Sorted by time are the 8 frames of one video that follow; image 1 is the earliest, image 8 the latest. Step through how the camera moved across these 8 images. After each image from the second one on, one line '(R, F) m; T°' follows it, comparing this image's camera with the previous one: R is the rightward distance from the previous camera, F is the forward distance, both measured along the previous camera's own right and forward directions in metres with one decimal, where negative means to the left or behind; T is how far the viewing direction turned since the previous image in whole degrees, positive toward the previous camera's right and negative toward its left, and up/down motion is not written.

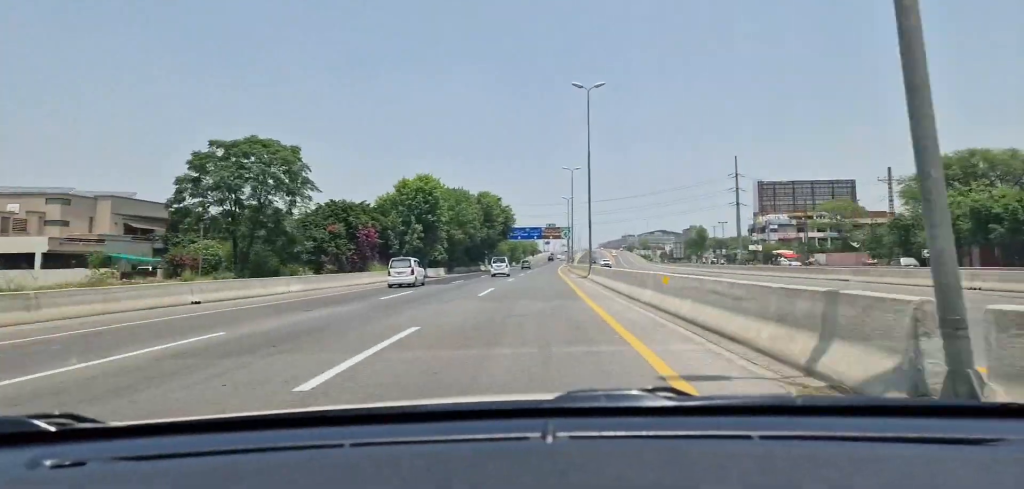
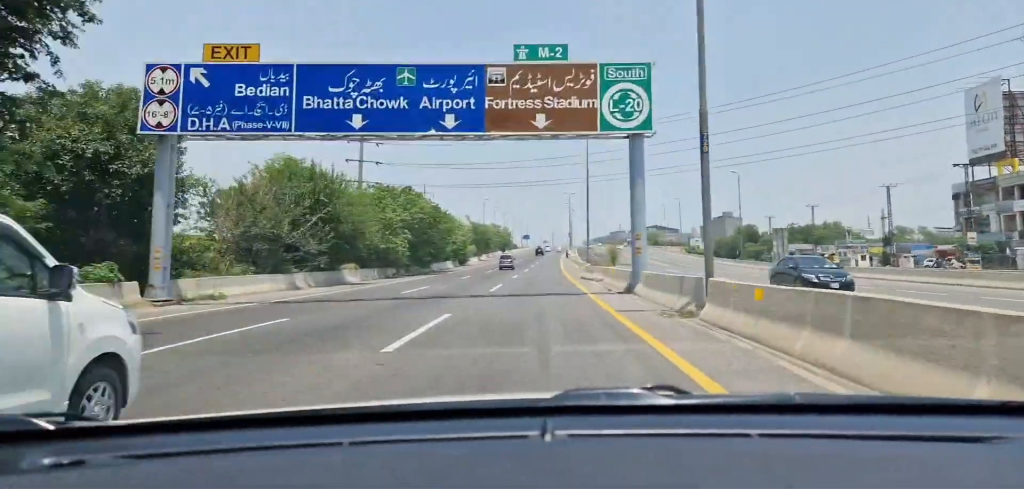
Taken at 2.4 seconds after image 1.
(+1.6, +106.1) m; +1°
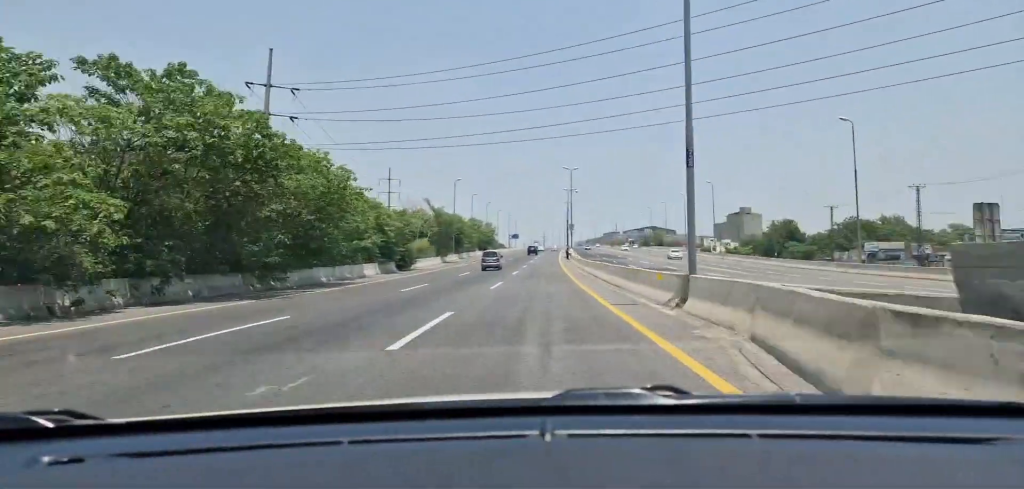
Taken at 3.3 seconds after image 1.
(0.0, +35.3) m; +1°
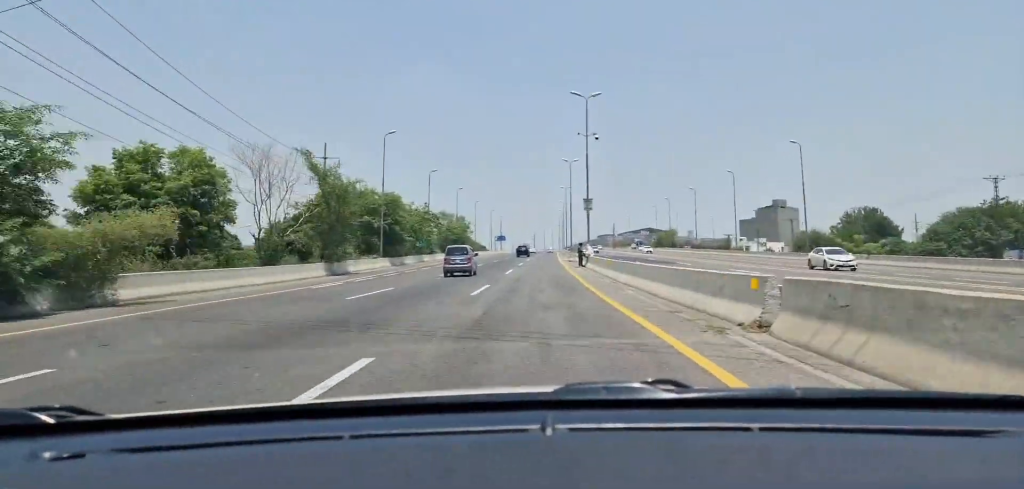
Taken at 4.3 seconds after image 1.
(+0.5, +43.2) m; +1°
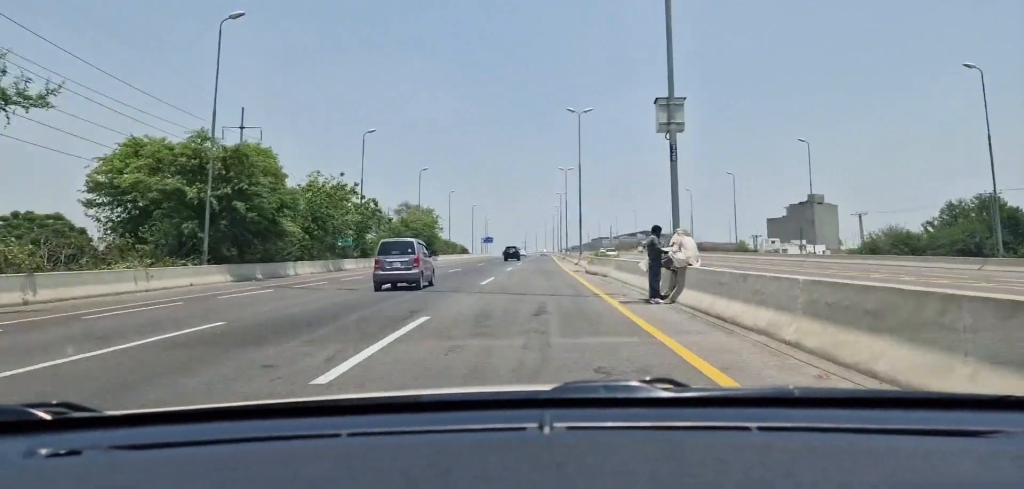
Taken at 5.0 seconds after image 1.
(+0.3, +30.8) m; +1°
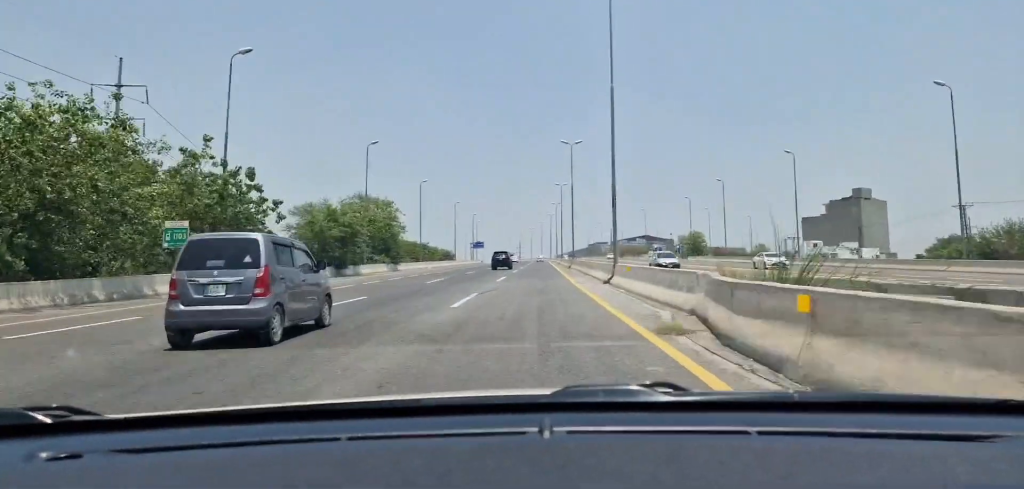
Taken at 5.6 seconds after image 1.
(+0.3, +25.6) m; 0°
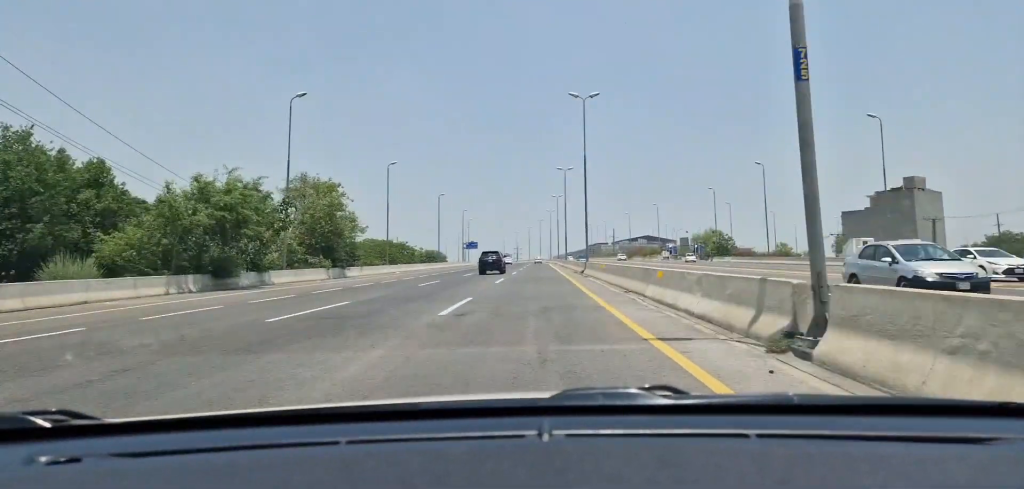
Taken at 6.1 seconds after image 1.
(0.0, +20.3) m; 0°
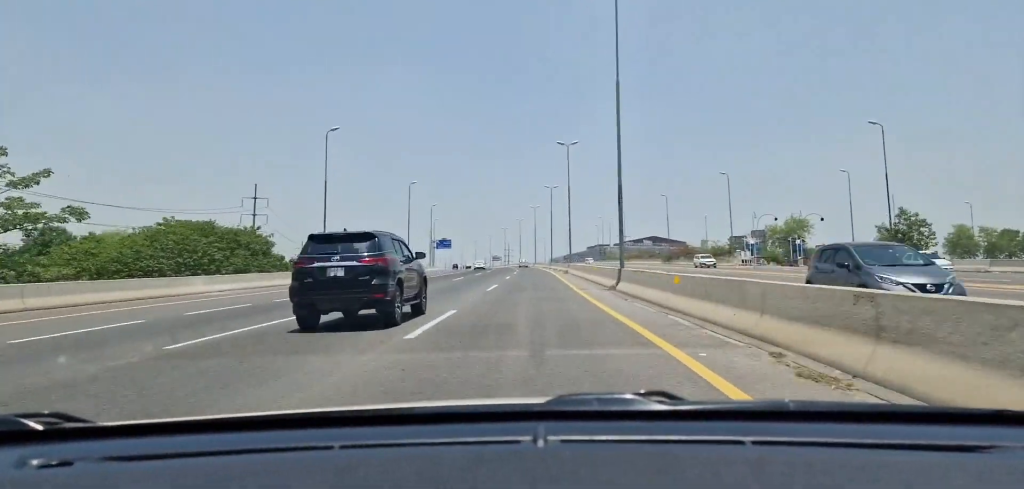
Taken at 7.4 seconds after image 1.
(0.0, +56.0) m; 0°
